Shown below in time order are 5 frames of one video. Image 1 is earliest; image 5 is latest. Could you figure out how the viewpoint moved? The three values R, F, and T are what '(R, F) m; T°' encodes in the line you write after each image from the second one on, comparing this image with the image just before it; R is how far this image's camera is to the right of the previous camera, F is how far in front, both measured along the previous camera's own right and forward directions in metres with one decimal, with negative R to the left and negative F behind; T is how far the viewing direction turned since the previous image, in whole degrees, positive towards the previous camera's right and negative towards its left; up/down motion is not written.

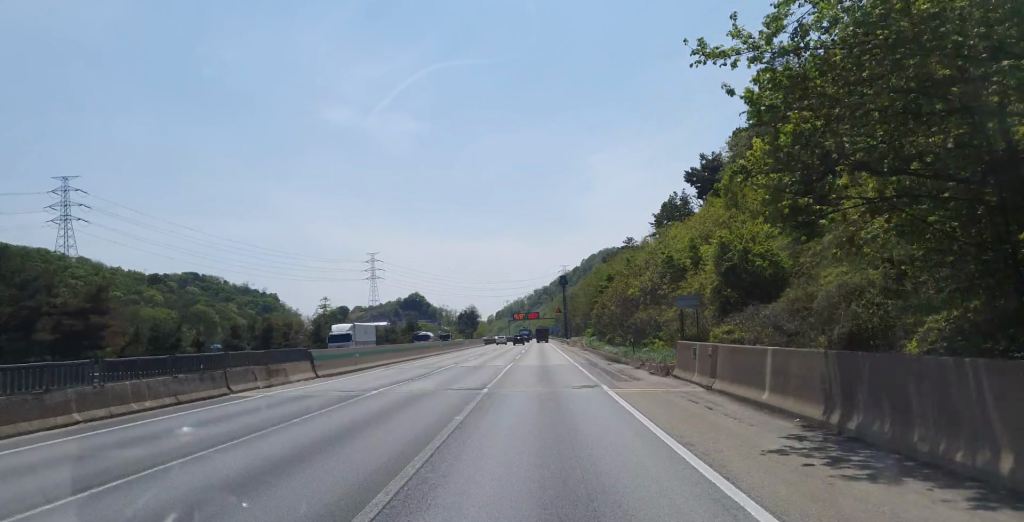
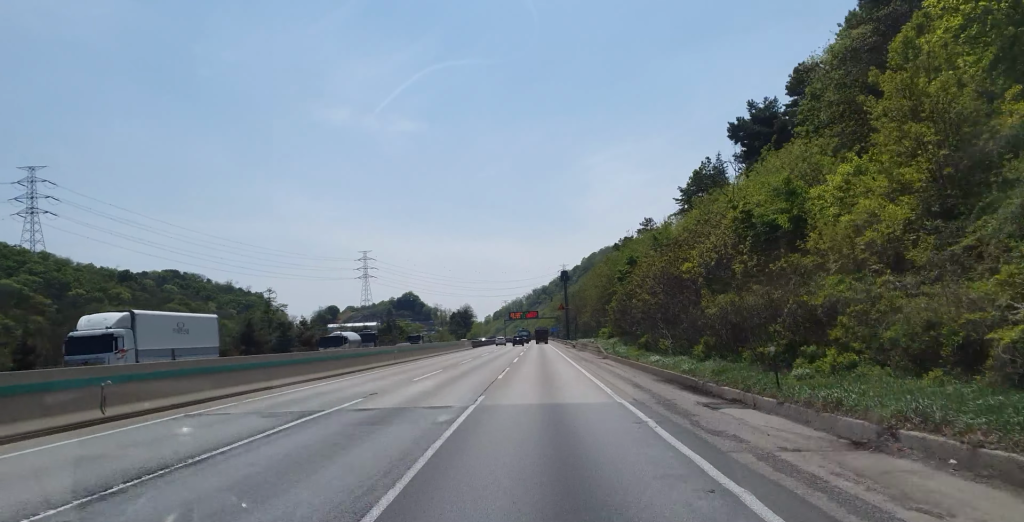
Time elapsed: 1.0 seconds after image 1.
(0.0, +26.5) m; 0°
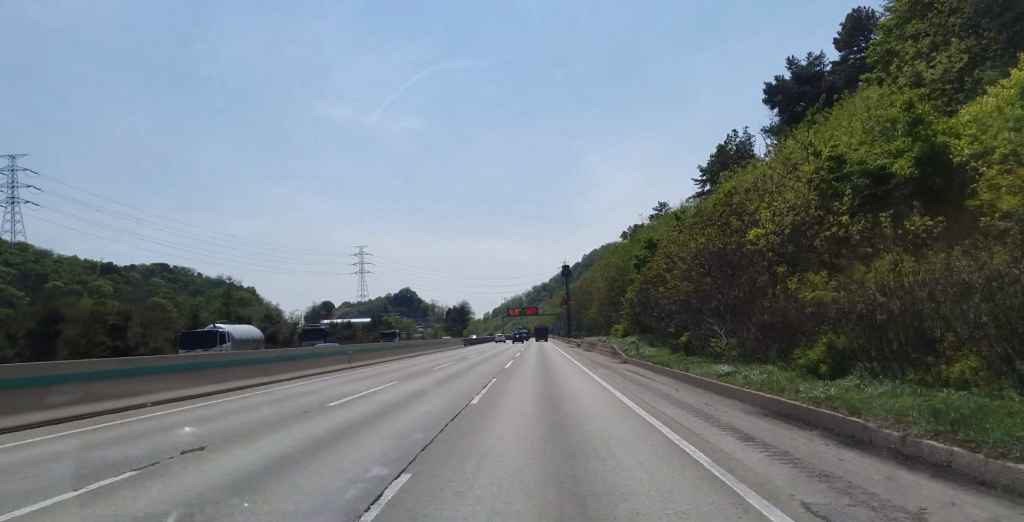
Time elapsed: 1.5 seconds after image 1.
(-0.1, +13.2) m; 0°
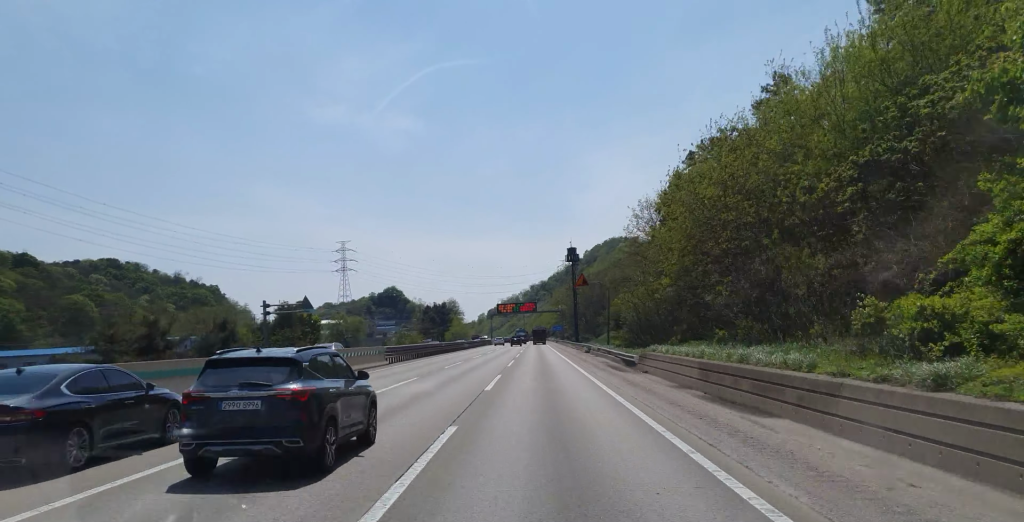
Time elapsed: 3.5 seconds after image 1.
(0.0, +53.9) m; 0°
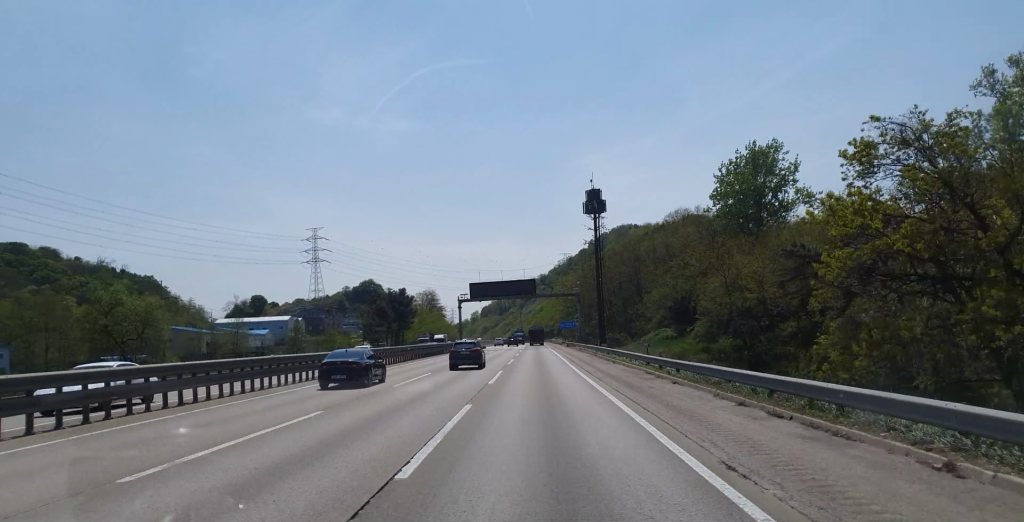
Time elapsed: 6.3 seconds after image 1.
(+0.8, +73.5) m; +1°
